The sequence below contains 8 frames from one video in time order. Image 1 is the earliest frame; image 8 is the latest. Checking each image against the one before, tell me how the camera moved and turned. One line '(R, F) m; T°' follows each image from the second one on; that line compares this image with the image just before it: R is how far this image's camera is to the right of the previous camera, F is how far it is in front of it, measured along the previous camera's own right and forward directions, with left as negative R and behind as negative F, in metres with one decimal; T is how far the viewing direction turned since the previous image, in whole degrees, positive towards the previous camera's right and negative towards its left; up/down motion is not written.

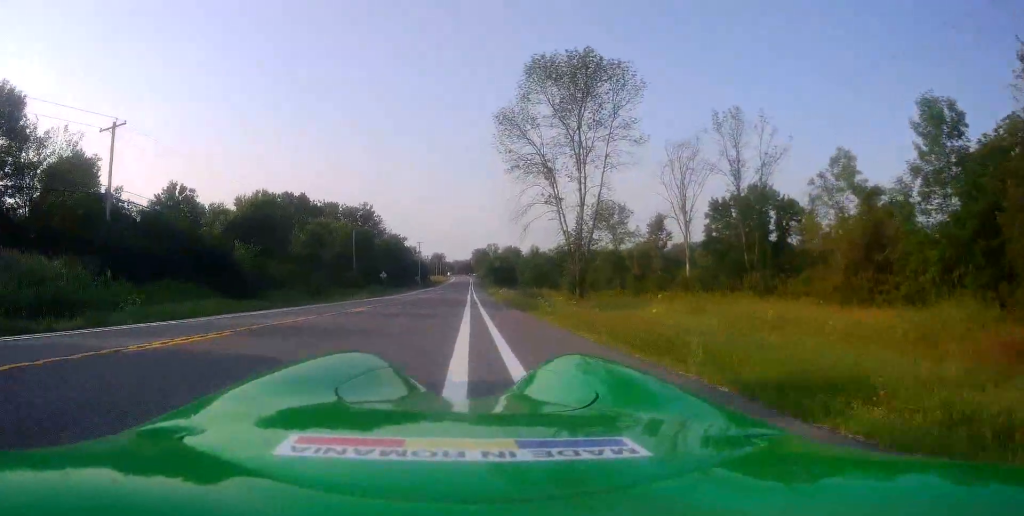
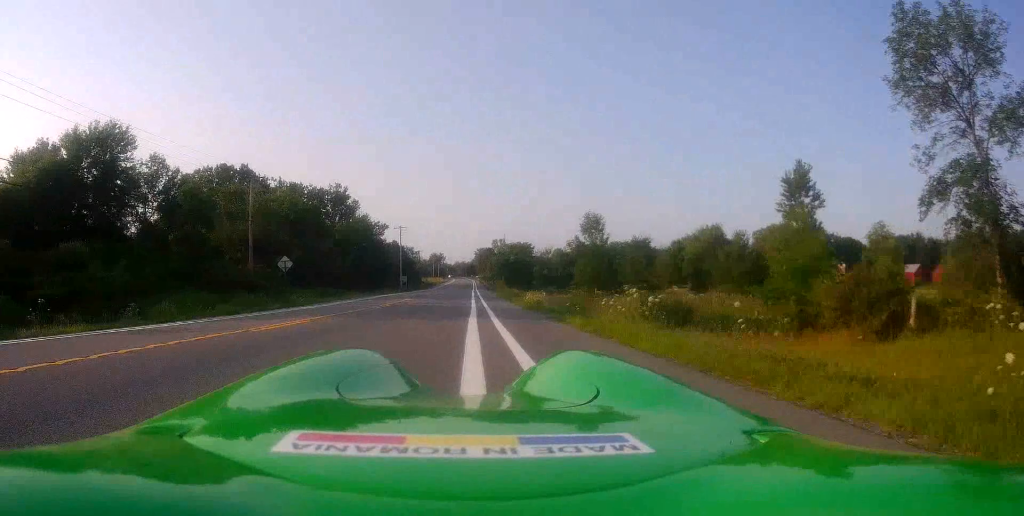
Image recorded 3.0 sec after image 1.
(-0.1, +44.6) m; -1°
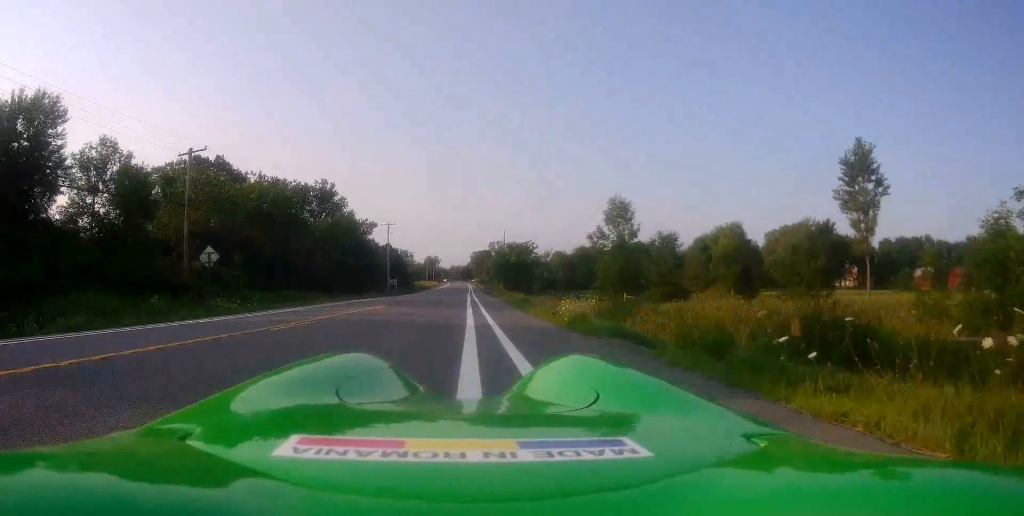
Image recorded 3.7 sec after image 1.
(0.0, +10.6) m; 0°
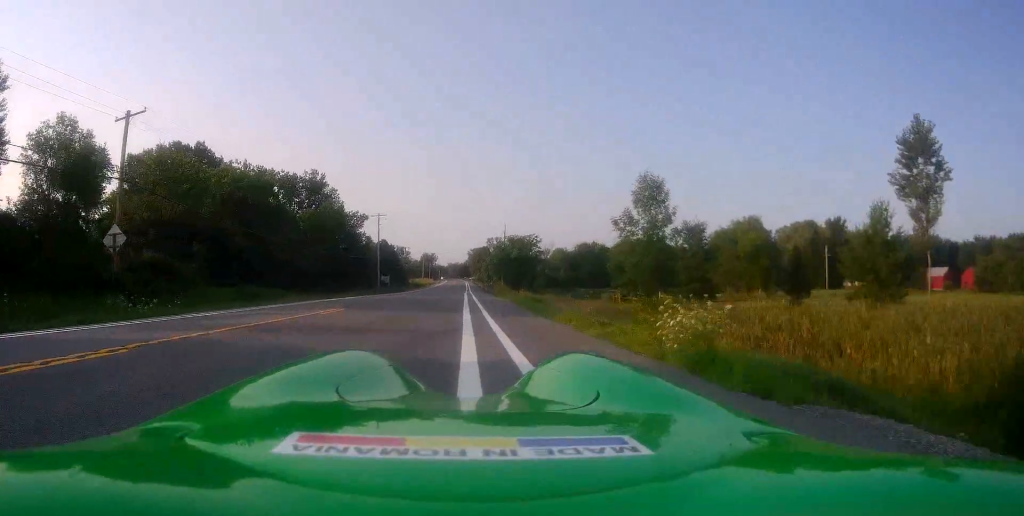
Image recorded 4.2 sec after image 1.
(0.0, +8.1) m; 0°
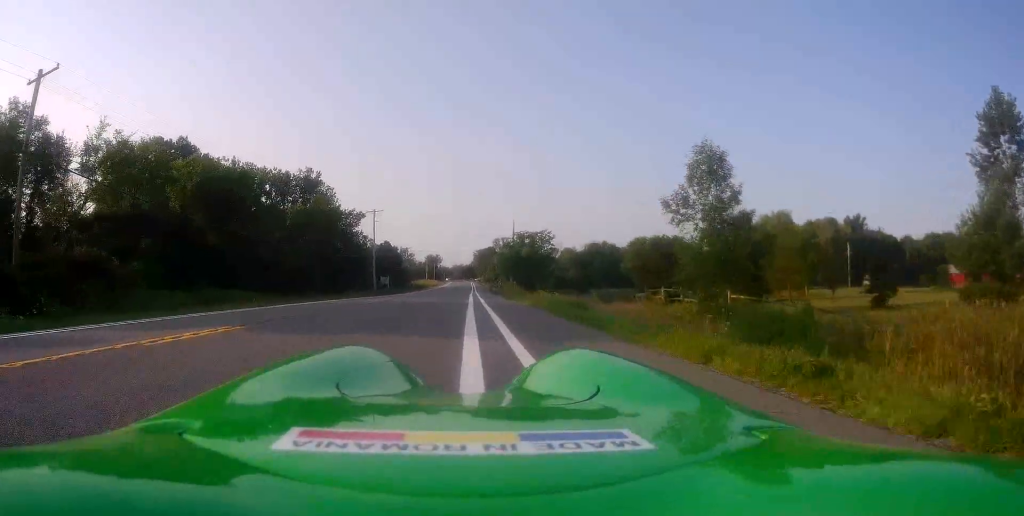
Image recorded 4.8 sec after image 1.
(0.0, +8.7) m; 0°
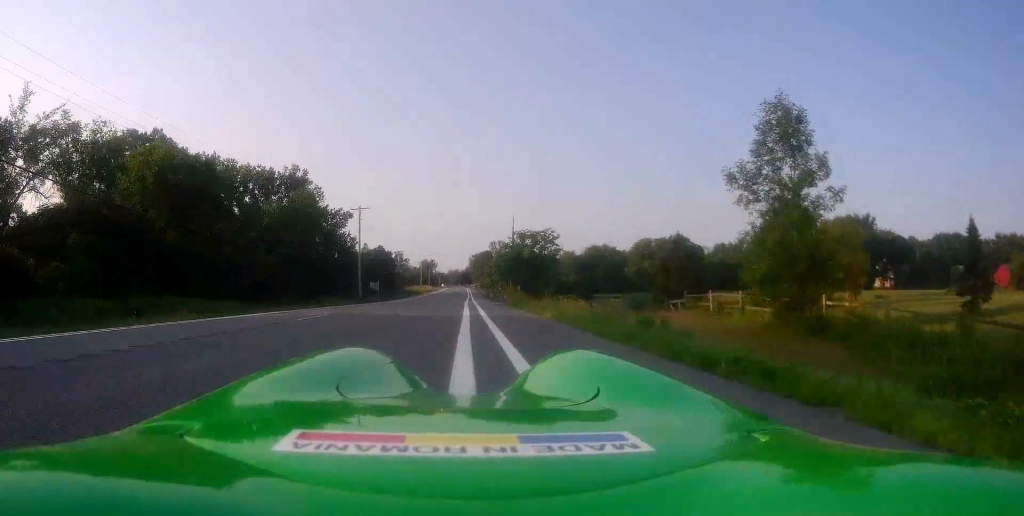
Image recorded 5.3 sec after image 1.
(0.0, +7.4) m; 0°
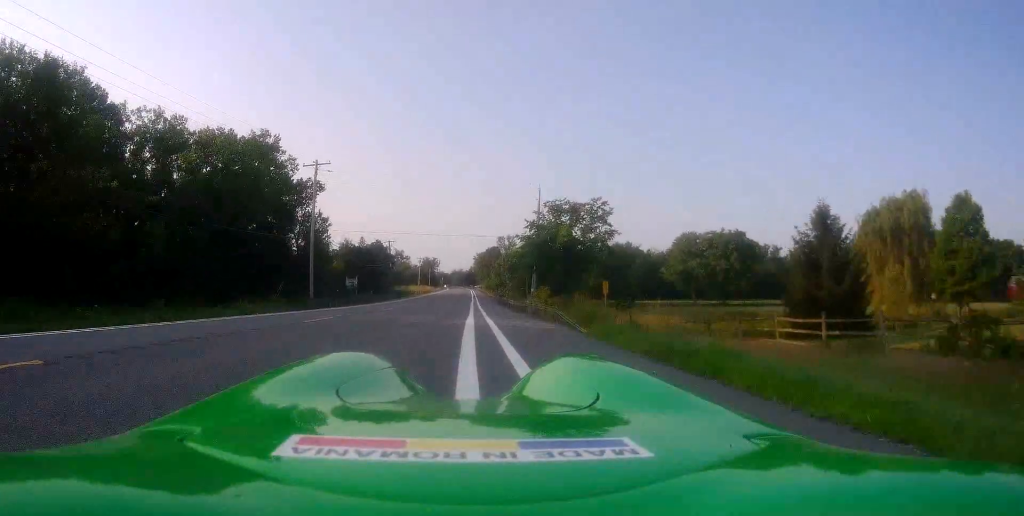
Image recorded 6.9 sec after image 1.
(+0.4, +23.2) m; +1°
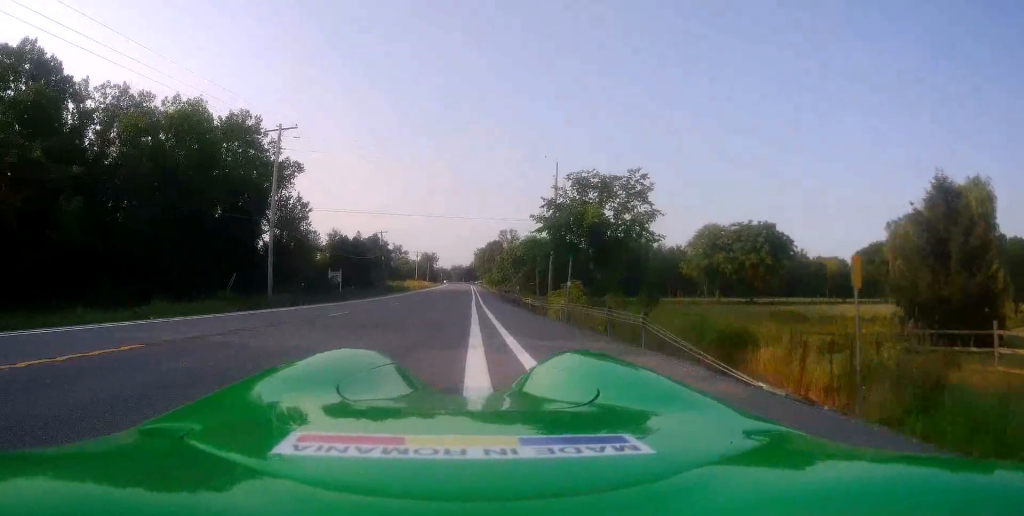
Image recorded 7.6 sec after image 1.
(0.0, +10.2) m; 0°
